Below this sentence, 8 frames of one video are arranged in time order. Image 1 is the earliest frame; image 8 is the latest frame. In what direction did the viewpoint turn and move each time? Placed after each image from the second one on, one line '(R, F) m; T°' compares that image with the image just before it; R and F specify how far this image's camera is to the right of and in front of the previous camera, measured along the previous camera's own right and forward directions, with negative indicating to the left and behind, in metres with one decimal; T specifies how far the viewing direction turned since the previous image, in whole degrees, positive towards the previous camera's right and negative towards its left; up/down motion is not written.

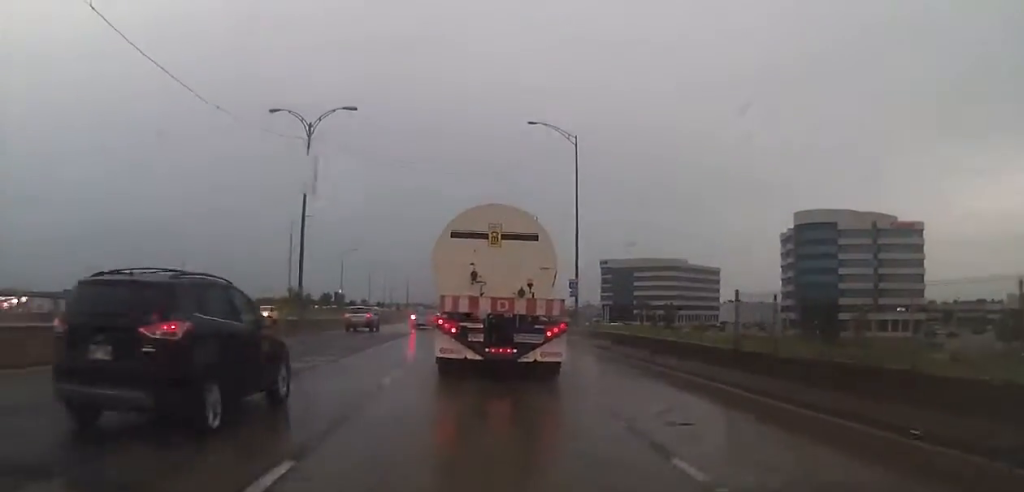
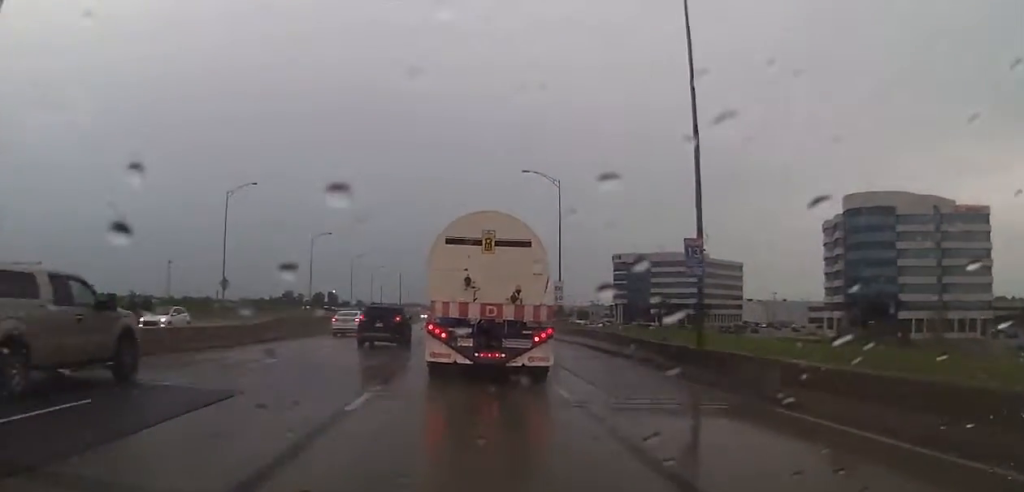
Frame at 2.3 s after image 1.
(-0.4, +29.2) m; +1°
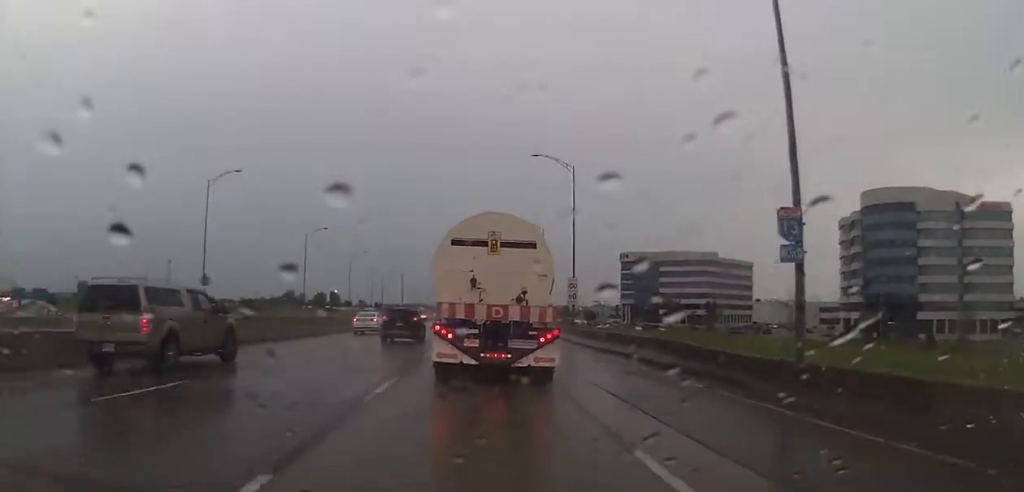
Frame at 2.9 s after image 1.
(+0.2, +7.3) m; 0°
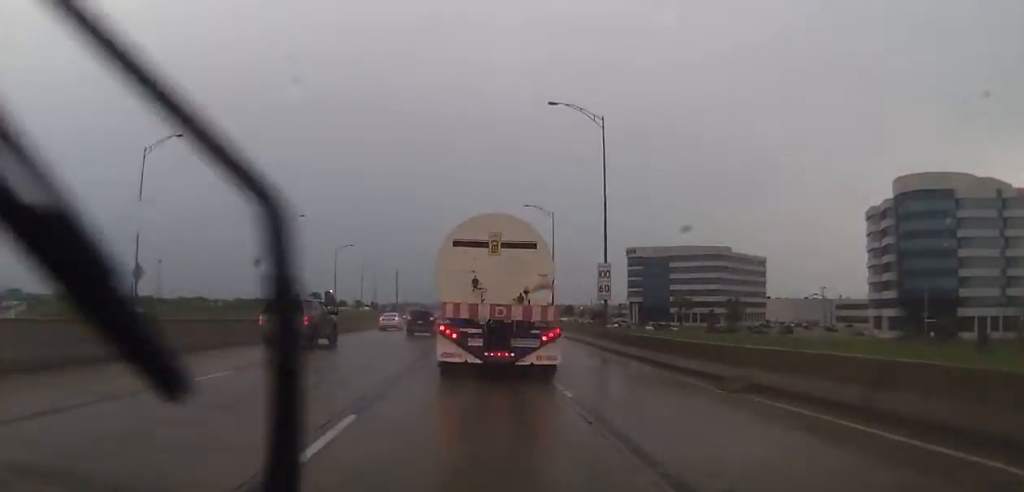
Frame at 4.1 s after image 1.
(-0.5, +15.5) m; -3°
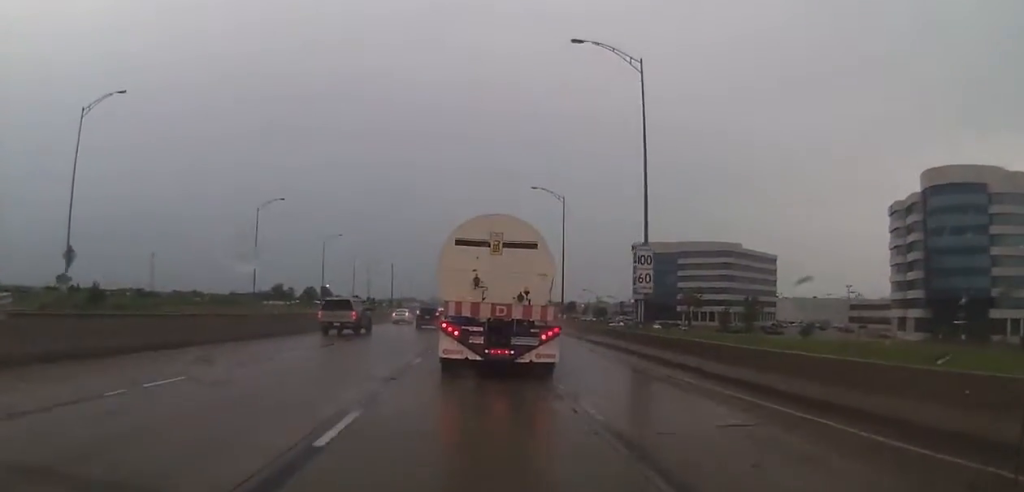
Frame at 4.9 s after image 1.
(-0.3, +11.2) m; +1°
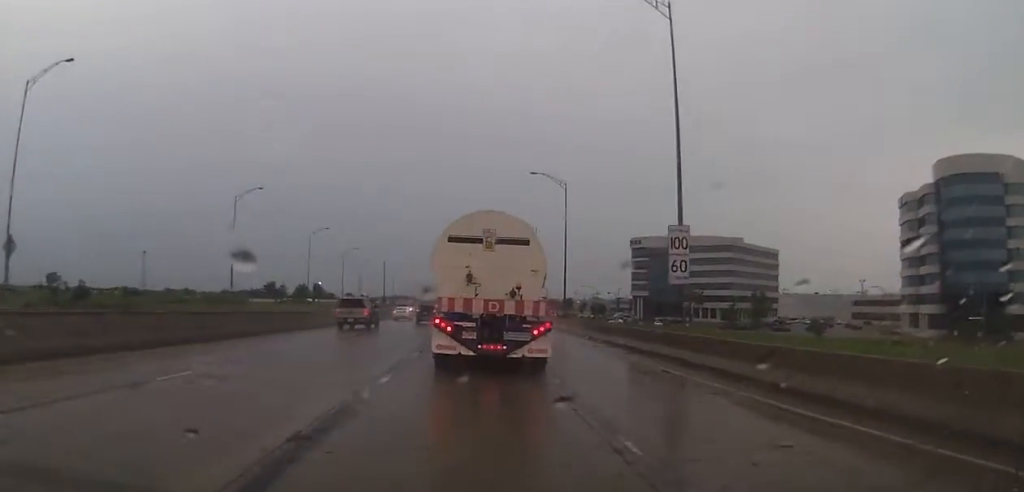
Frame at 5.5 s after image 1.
(+0.3, +7.0) m; +1°
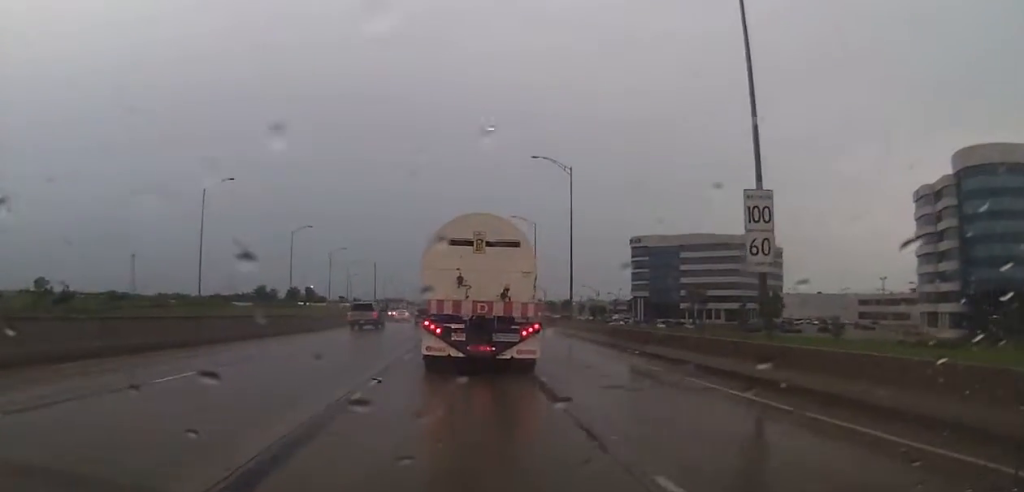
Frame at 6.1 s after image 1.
(+0.1, +8.9) m; +1°
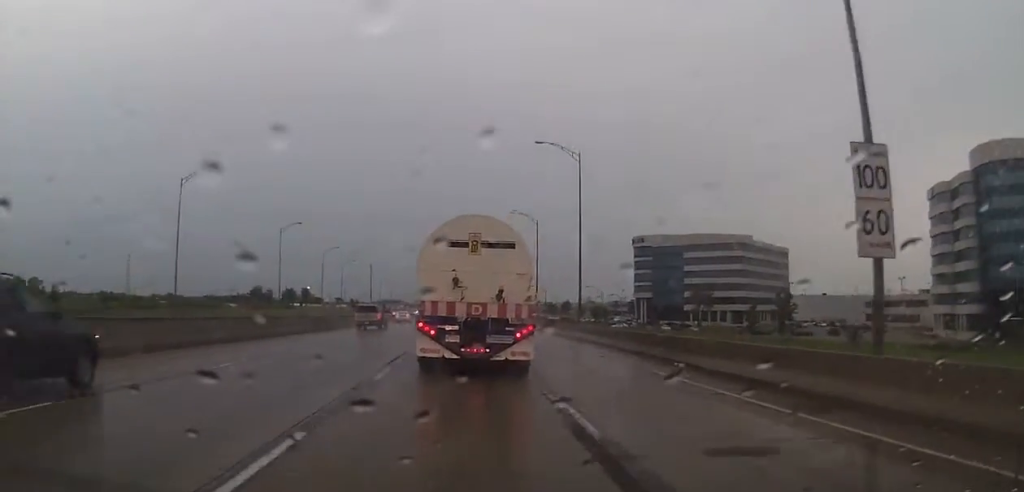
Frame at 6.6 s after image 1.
(-0.1, +6.2) m; 0°
